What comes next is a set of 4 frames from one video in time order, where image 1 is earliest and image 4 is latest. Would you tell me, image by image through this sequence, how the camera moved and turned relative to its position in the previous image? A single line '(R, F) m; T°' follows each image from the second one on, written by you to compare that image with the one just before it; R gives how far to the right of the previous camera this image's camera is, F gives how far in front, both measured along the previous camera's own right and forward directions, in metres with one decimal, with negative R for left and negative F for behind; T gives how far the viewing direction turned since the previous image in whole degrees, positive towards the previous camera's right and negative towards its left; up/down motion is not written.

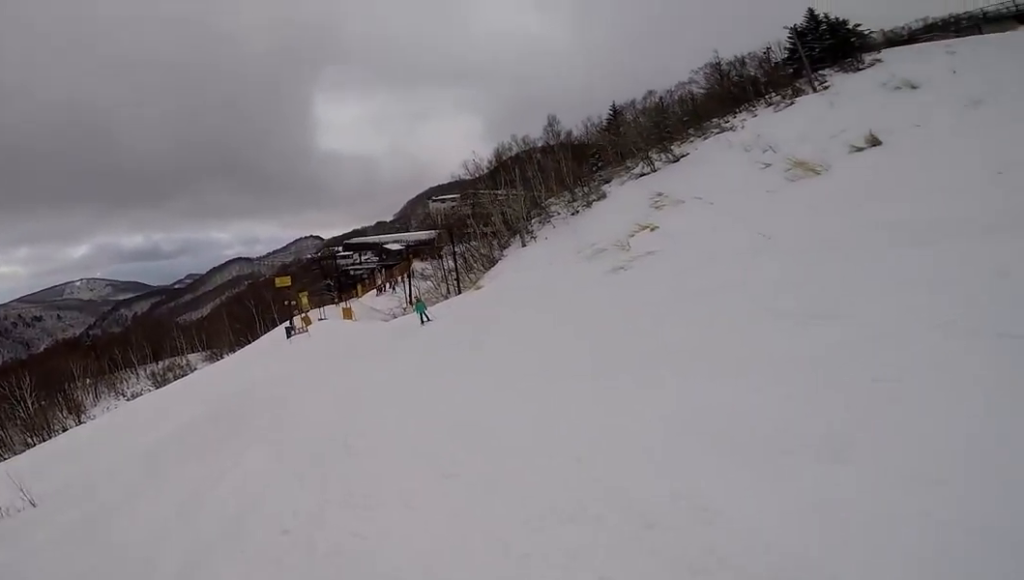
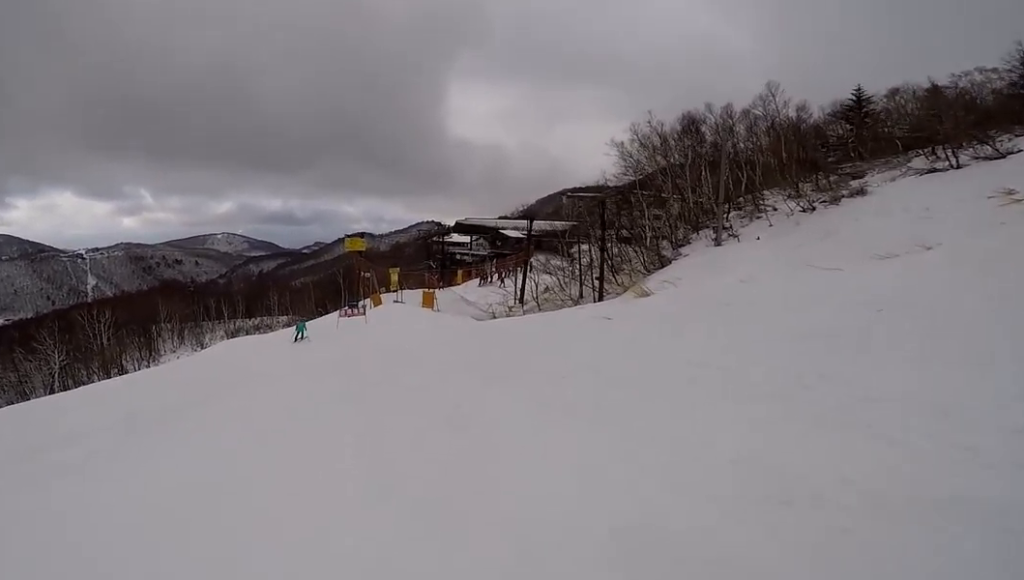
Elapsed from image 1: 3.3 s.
(-5.7, +15.2) m; -36°
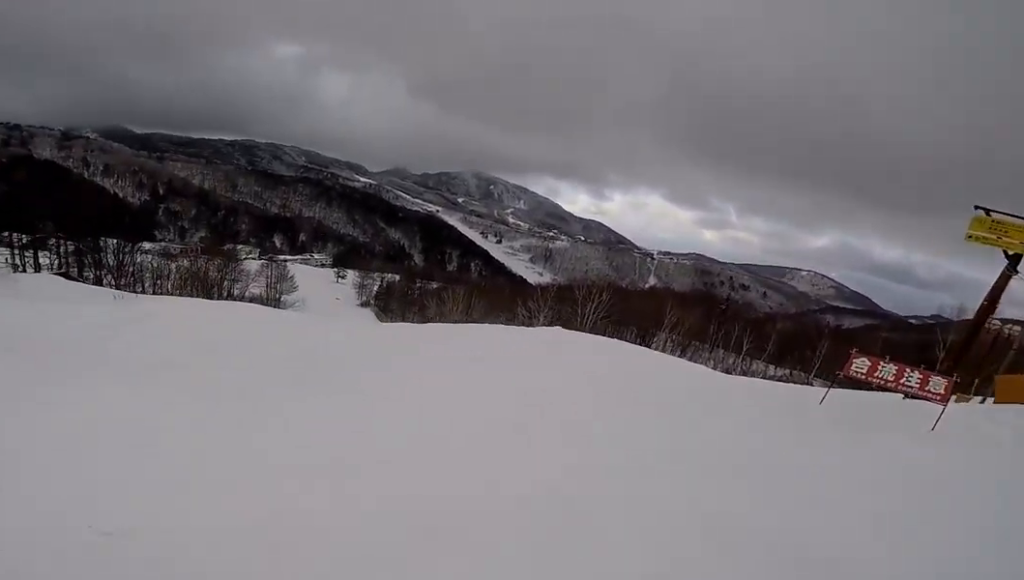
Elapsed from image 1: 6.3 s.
(-2.9, +12.7) m; -60°
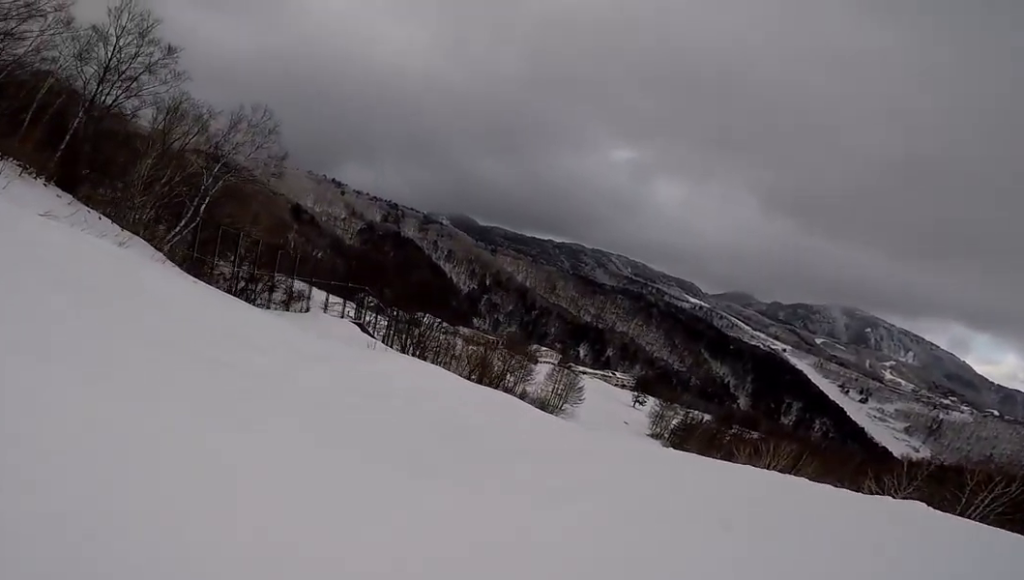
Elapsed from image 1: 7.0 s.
(-0.1, +1.4) m; -34°
